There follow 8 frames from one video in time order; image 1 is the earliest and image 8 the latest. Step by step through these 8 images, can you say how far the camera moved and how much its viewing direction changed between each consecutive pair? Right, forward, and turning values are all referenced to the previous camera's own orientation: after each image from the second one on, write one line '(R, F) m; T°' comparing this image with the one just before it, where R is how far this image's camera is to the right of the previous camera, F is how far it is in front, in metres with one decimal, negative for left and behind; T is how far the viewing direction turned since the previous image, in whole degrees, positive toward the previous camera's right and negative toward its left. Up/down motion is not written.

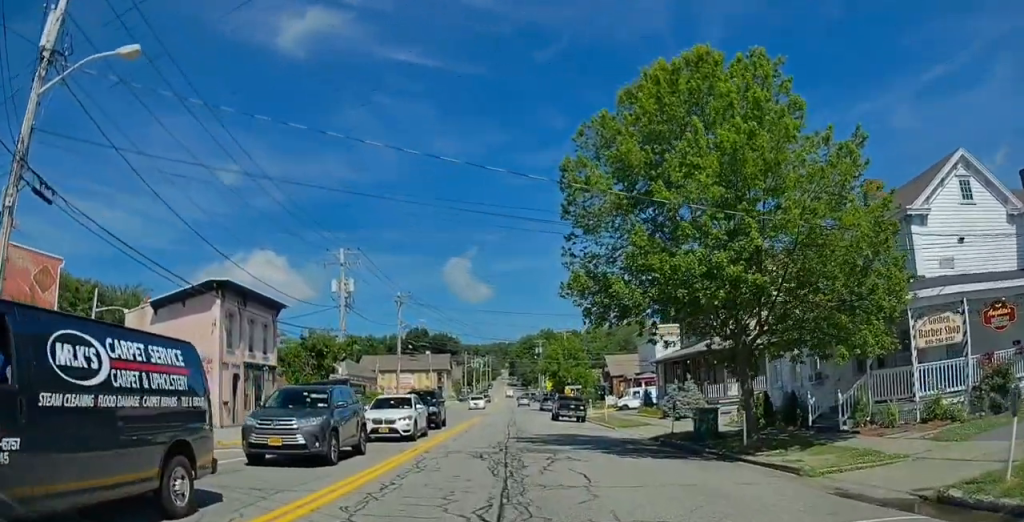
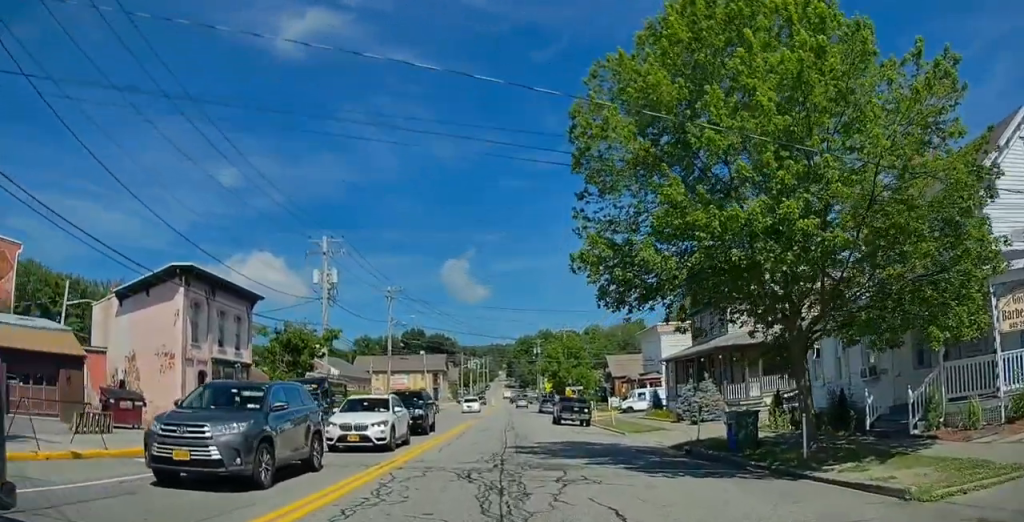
(0.0, +3.7) m; +1°
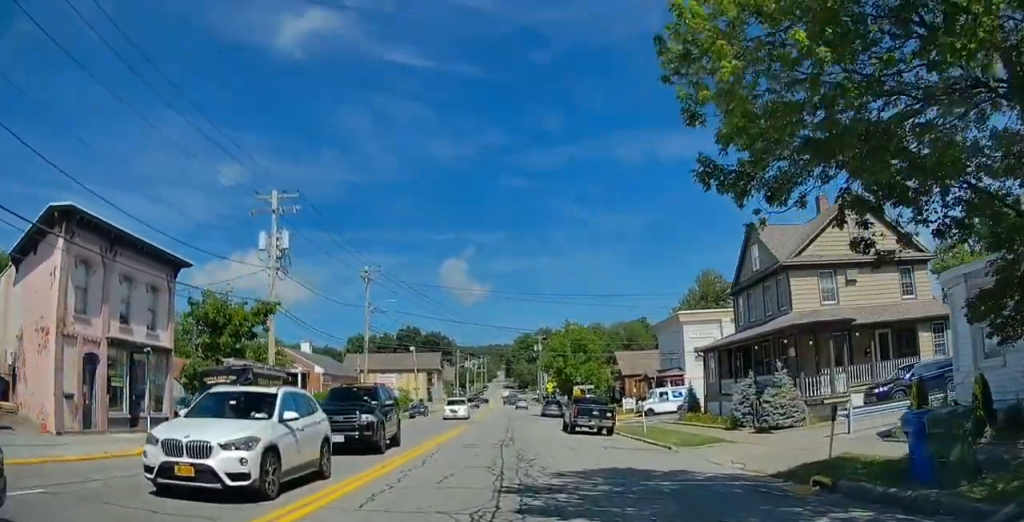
(0.0, +9.1) m; 0°
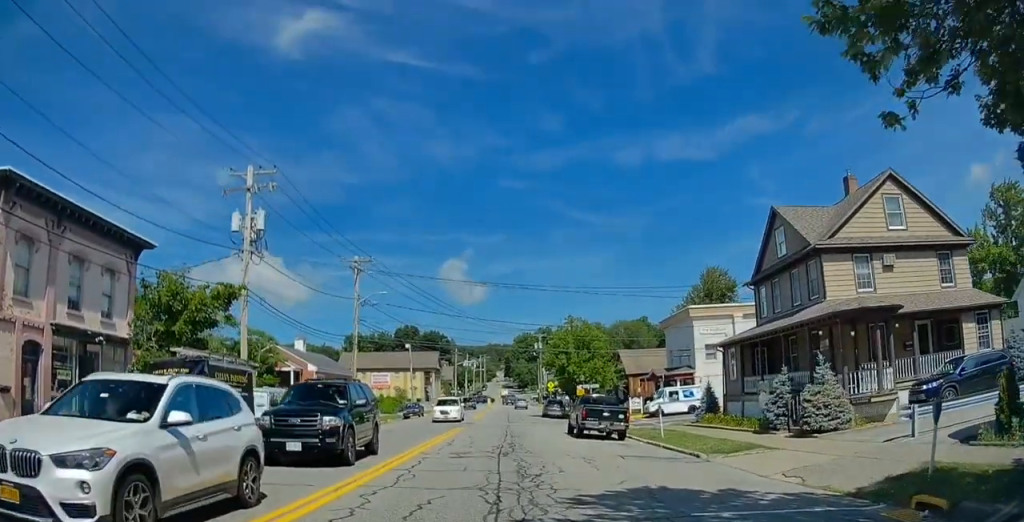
(0.0, +3.5) m; -1°
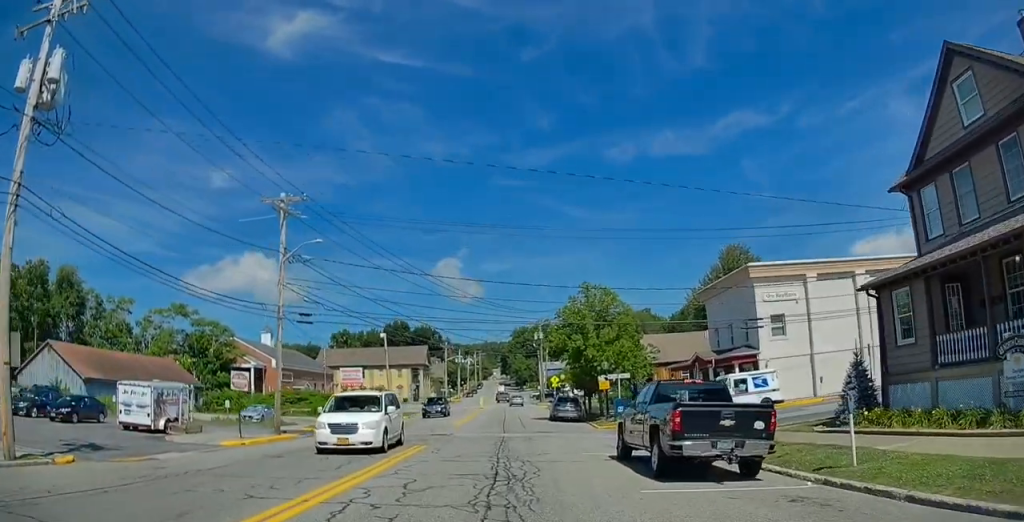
(-0.3, +15.1) m; 0°
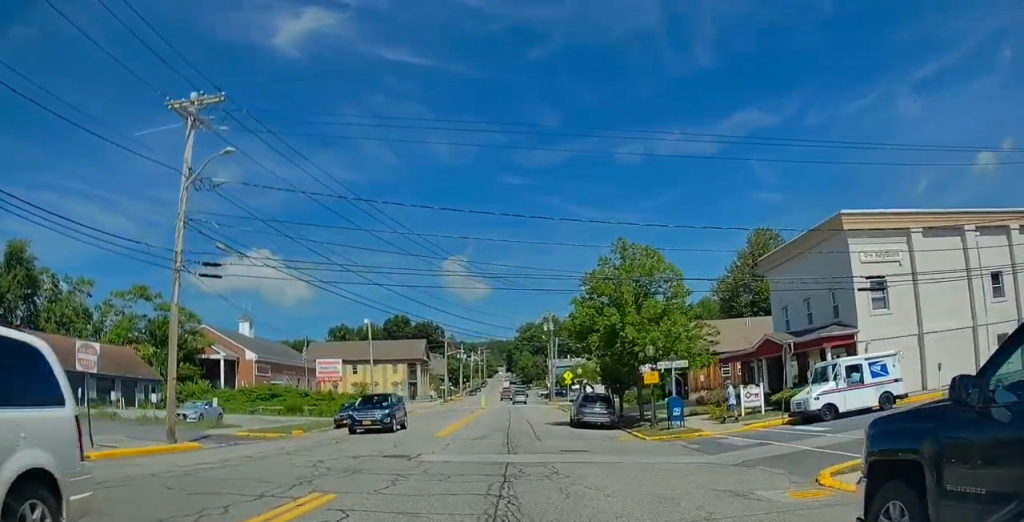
(+0.5, +11.8) m; +3°
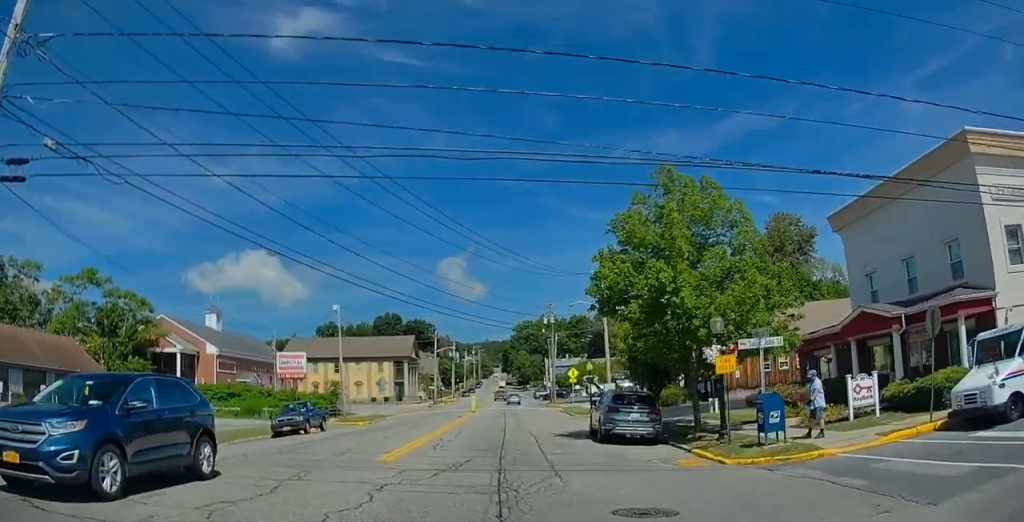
(0.0, +10.0) m; -2°
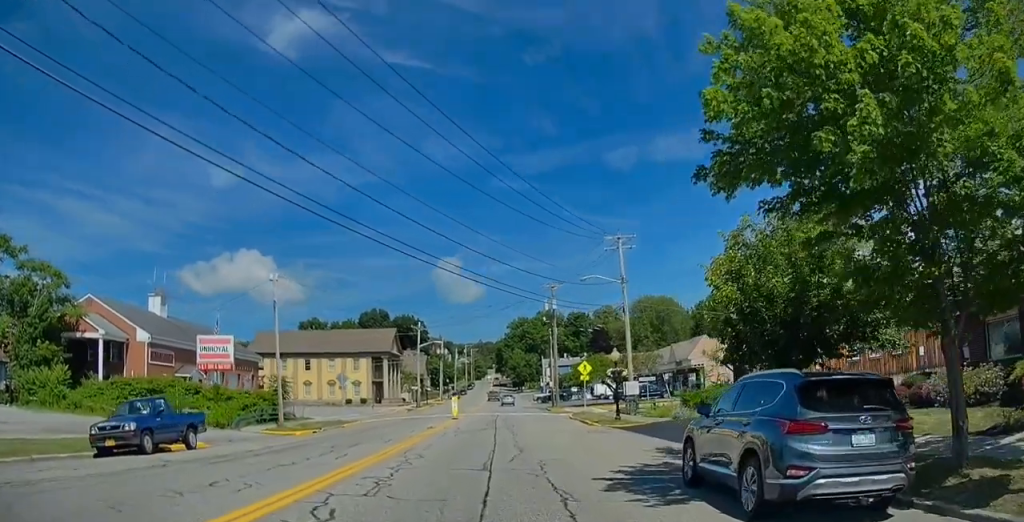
(-0.5, +13.7) m; -2°
